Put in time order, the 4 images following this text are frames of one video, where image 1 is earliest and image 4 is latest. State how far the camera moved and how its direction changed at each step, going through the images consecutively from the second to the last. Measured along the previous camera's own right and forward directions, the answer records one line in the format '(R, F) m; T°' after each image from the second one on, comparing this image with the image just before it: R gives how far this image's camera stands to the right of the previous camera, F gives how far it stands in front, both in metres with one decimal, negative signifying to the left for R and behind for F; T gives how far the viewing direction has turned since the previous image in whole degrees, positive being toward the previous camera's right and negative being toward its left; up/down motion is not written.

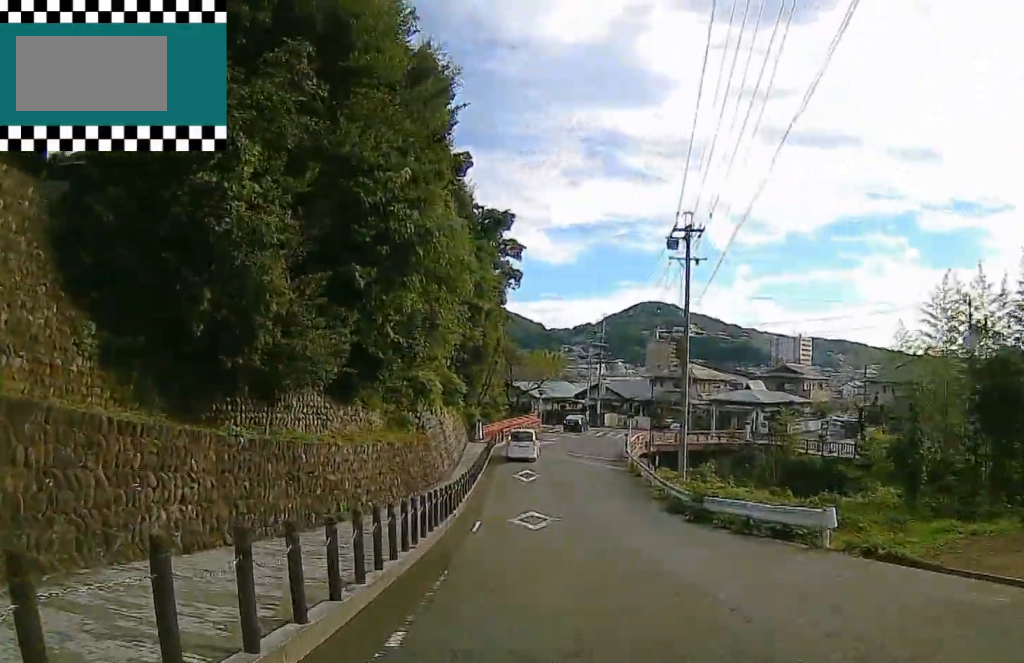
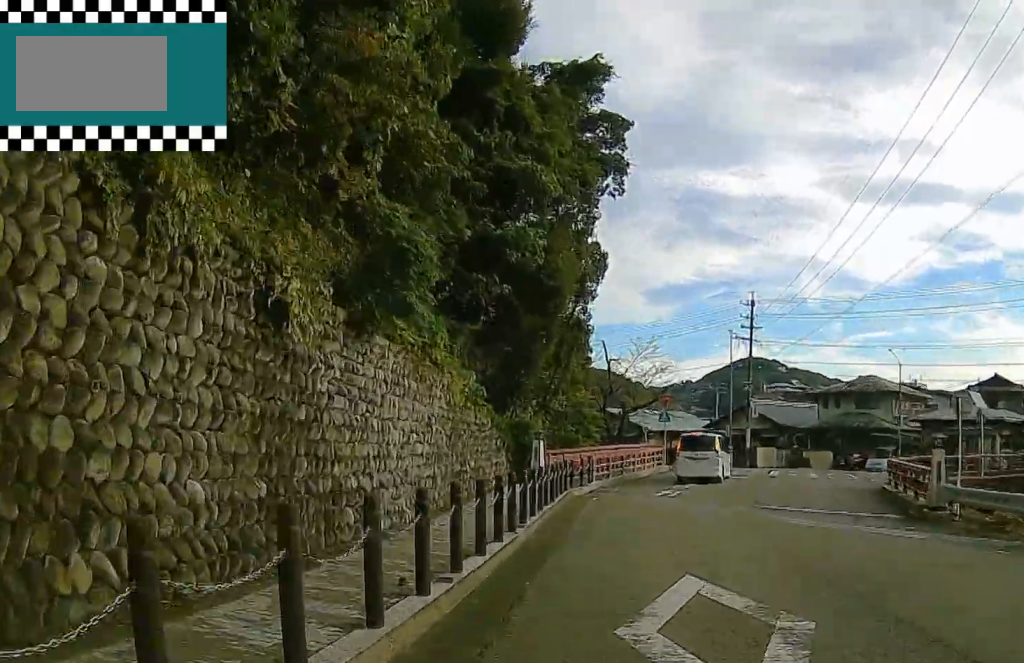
(0.0, +18.1) m; -2°
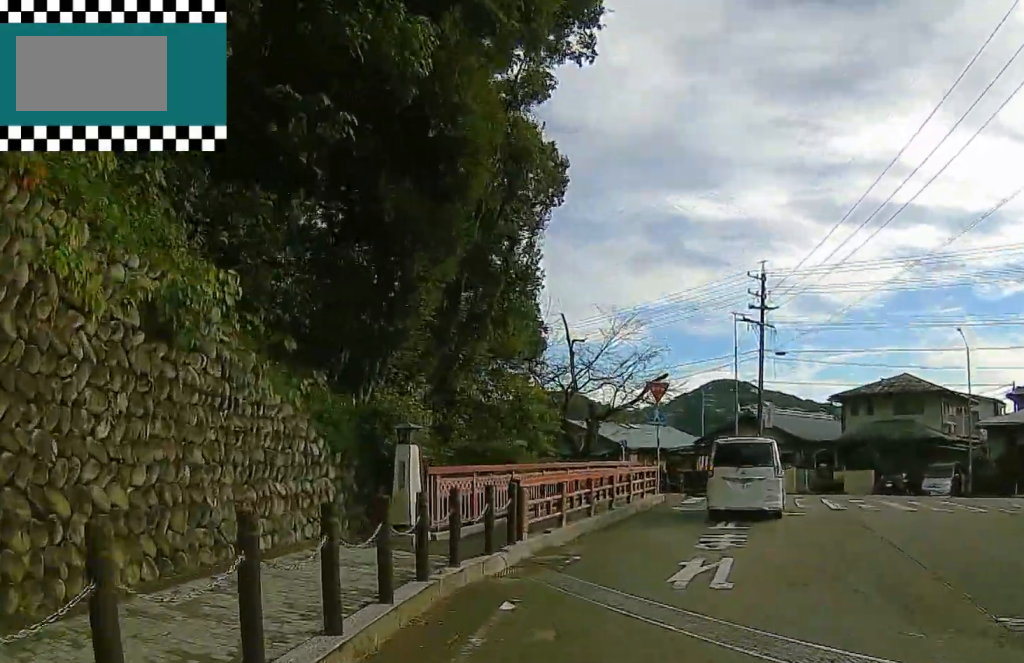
(-0.5, +10.9) m; -4°
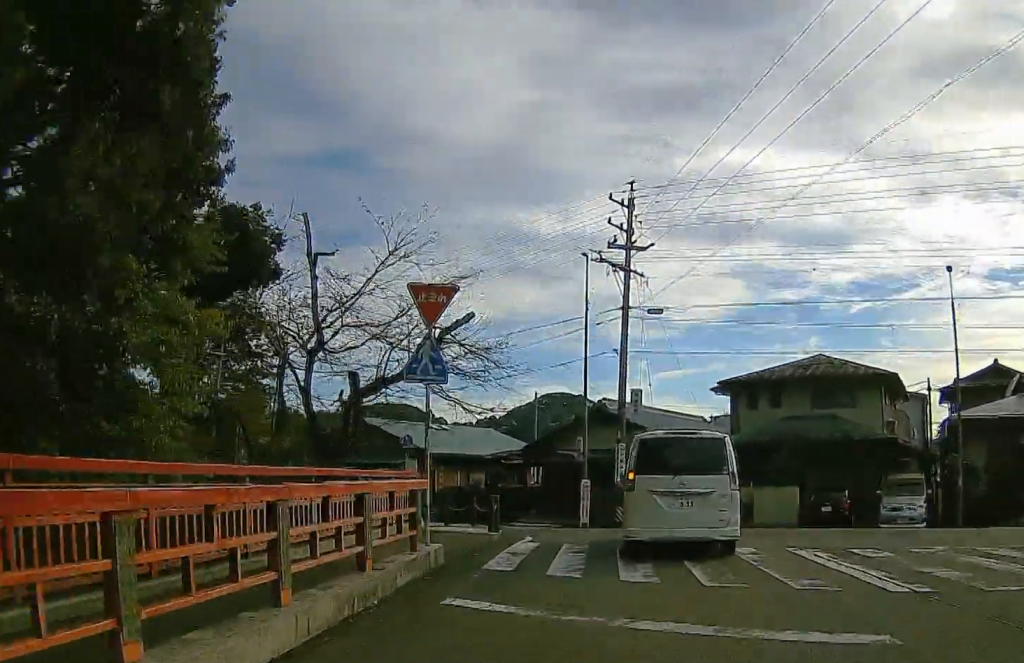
(-0.2, +13.4) m; -1°
